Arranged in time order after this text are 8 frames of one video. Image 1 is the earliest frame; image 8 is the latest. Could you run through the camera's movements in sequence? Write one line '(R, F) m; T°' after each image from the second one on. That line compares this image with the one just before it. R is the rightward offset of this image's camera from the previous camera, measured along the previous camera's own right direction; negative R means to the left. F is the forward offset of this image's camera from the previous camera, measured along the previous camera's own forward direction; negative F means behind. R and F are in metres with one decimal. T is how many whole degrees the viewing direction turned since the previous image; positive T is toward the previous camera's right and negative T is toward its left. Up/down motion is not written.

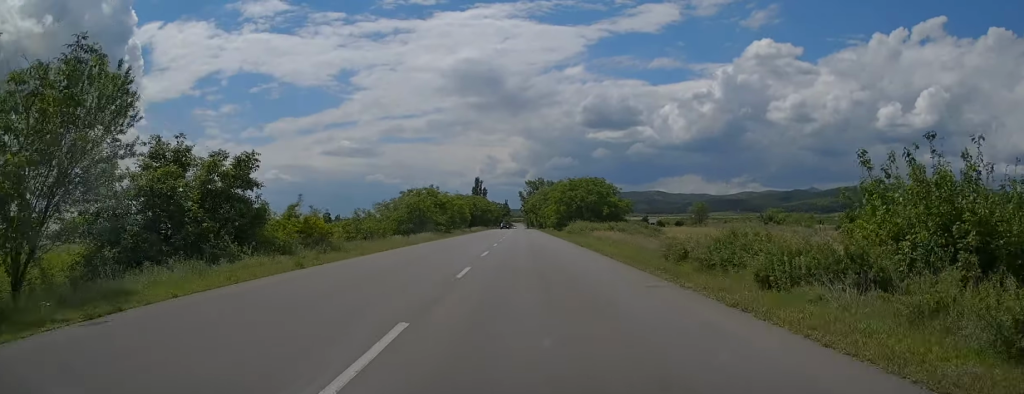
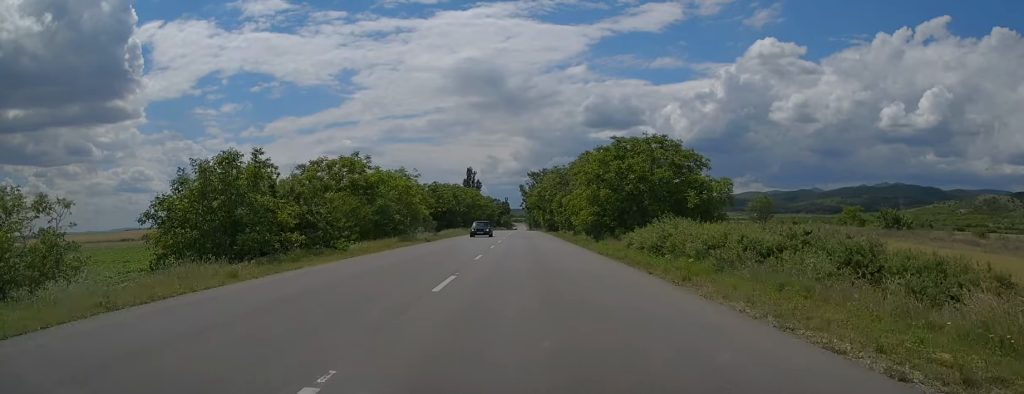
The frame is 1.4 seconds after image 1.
(-0.5, +38.5) m; +1°
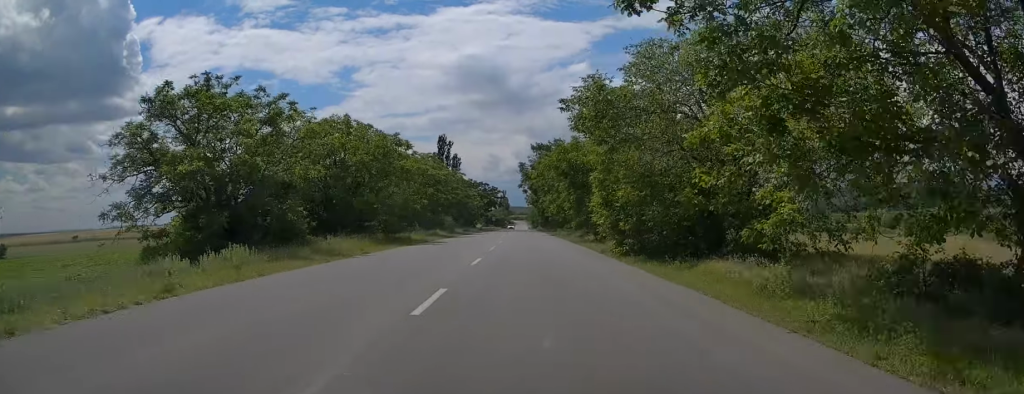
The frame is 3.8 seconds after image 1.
(0.0, +64.5) m; -1°
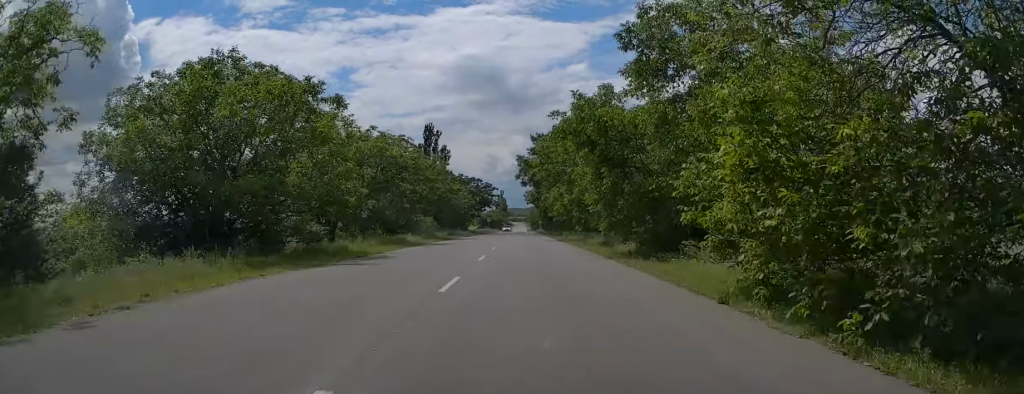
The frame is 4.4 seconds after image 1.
(+0.2, +15.2) m; +1°
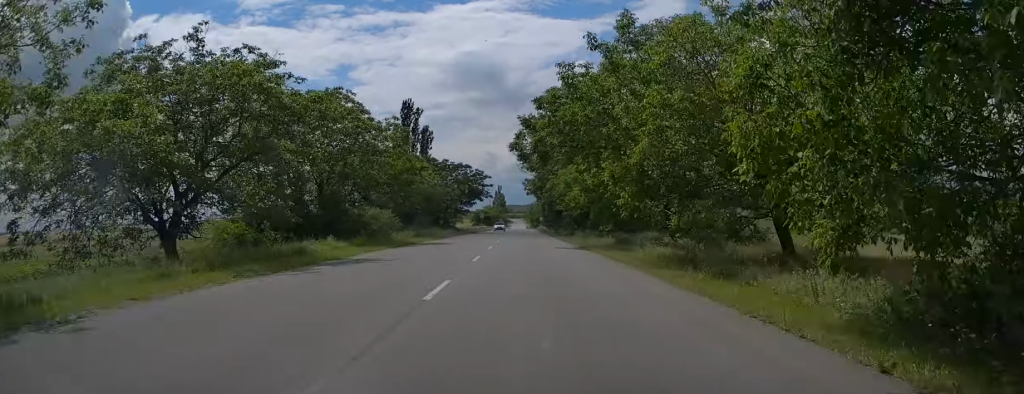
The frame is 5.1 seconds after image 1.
(0.0, +18.9) m; 0°
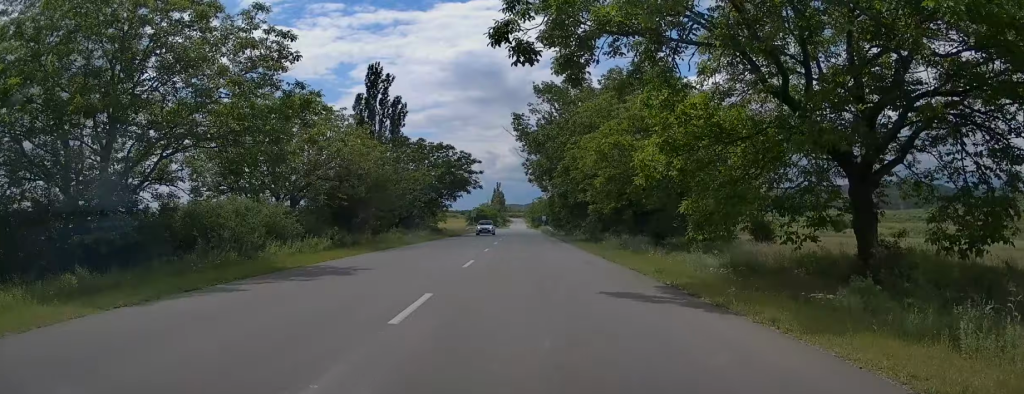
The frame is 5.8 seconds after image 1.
(0.0, +19.8) m; 0°
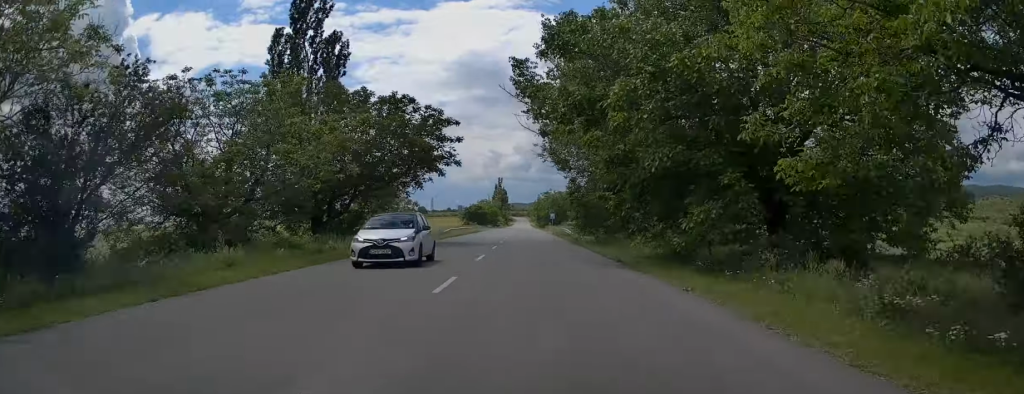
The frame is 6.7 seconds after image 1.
(0.0, +23.6) m; 0°
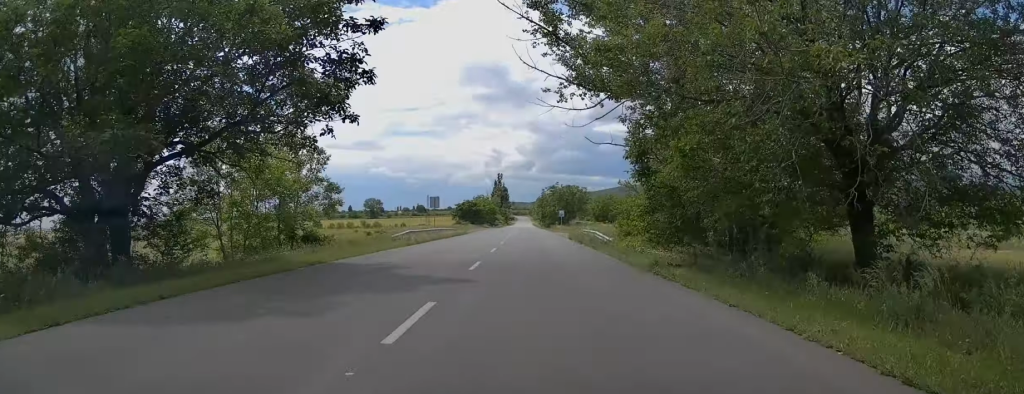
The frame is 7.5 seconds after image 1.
(-0.1, +21.9) m; 0°
